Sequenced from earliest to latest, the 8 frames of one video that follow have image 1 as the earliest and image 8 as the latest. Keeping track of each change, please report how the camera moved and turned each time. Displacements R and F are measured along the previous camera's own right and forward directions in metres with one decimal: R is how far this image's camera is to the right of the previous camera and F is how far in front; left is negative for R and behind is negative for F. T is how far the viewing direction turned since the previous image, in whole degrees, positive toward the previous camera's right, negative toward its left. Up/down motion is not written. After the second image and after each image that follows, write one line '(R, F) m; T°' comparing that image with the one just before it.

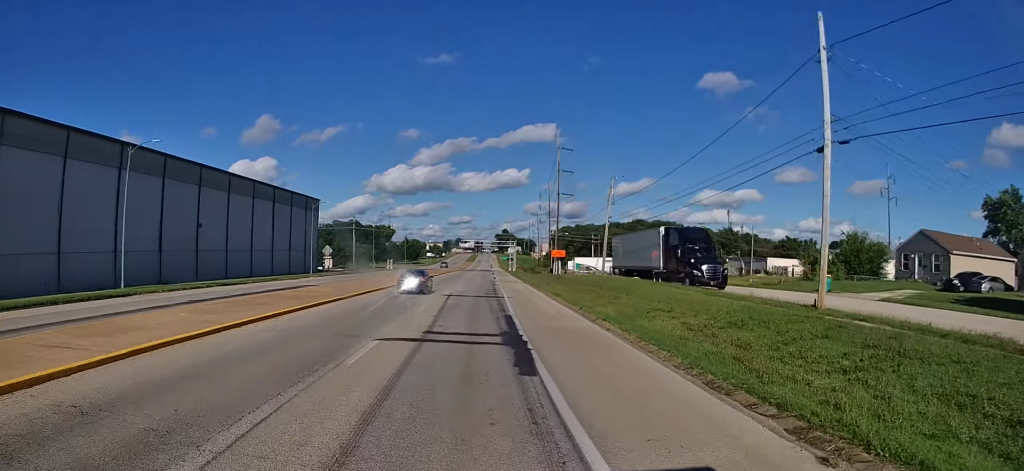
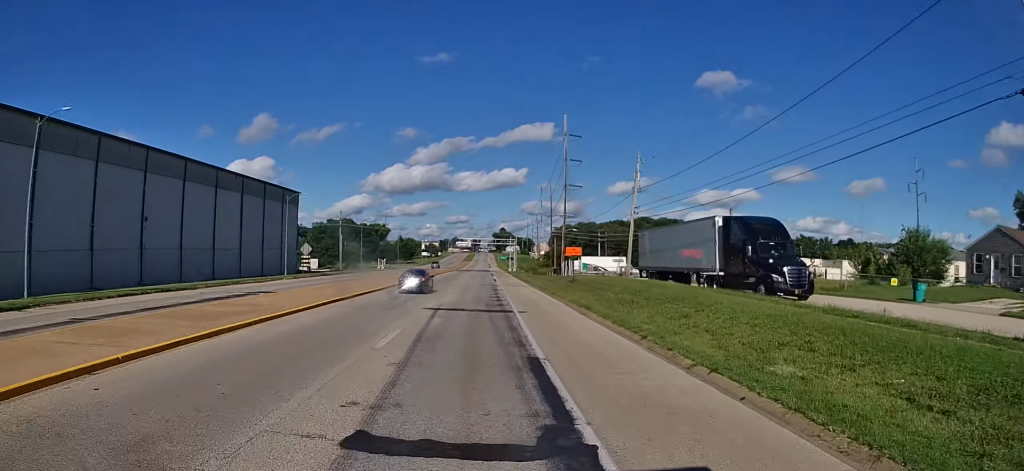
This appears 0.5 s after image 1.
(+0.2, +9.8) m; 0°
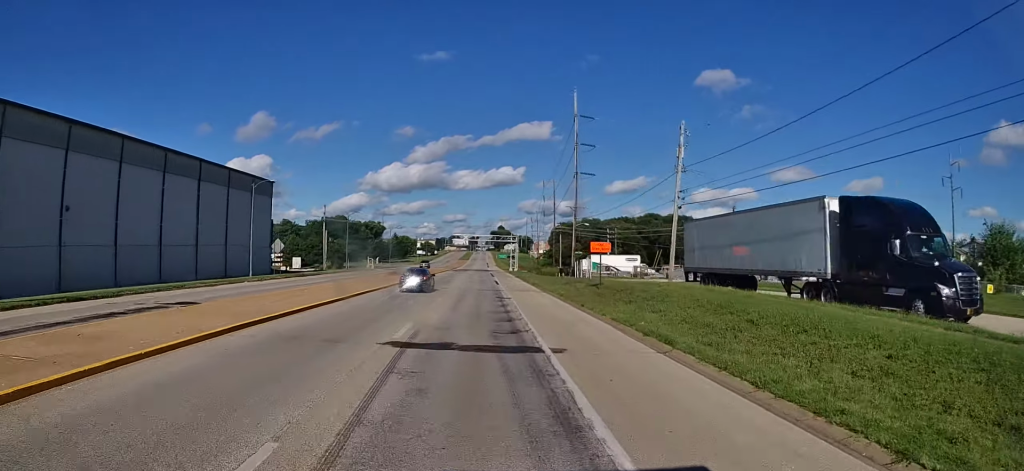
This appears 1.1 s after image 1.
(-0.1, +10.5) m; 0°
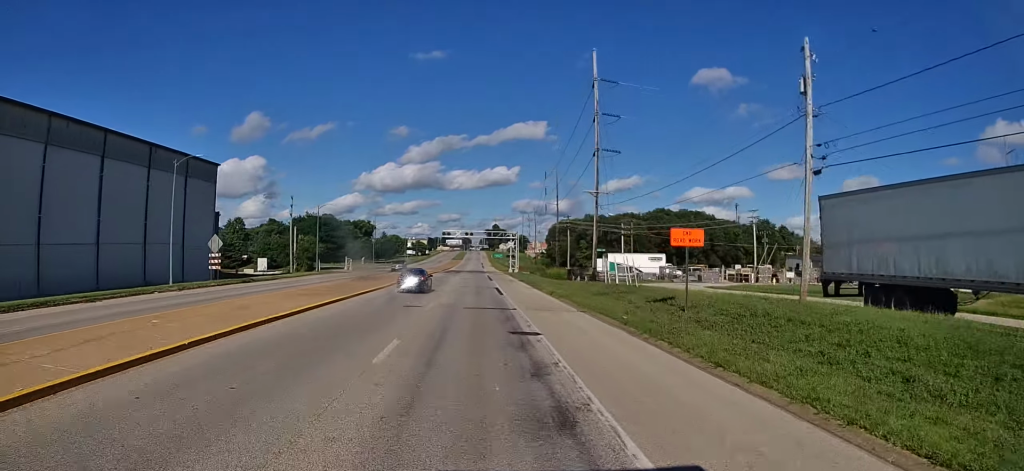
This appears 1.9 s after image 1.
(0.0, +15.4) m; 0°
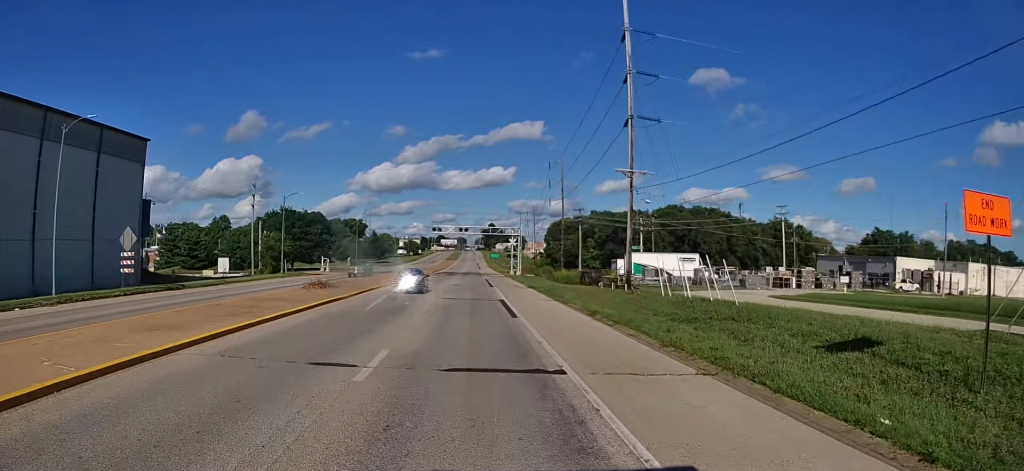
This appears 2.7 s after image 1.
(+0.1, +13.5) m; +1°
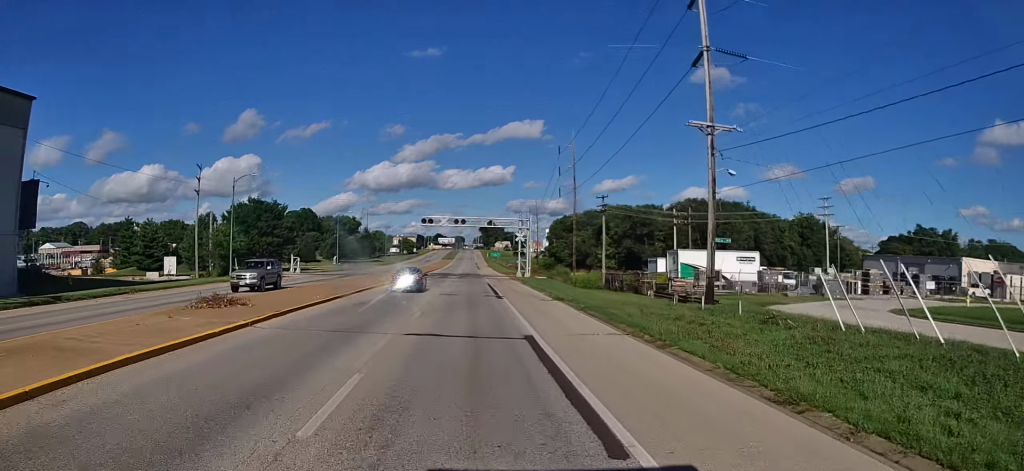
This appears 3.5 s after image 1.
(0.0, +15.0) m; 0°
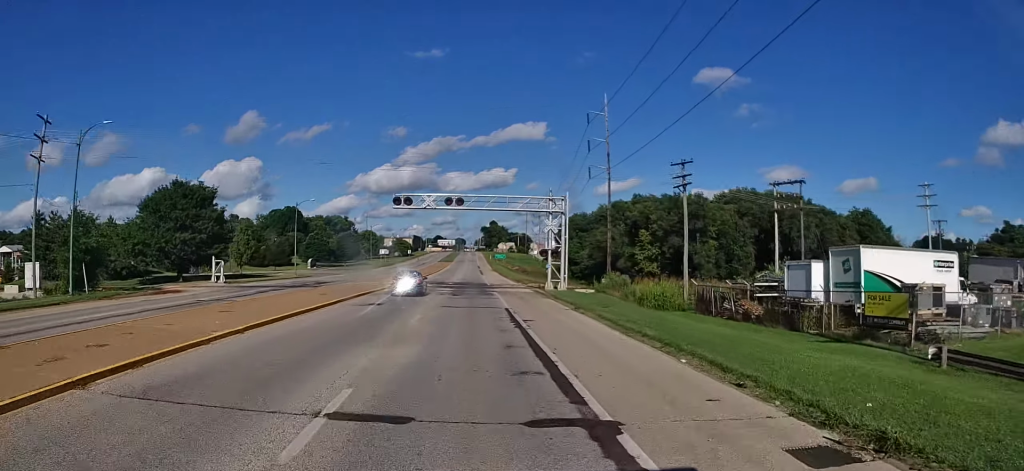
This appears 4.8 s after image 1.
(0.0, +24.6) m; 0°
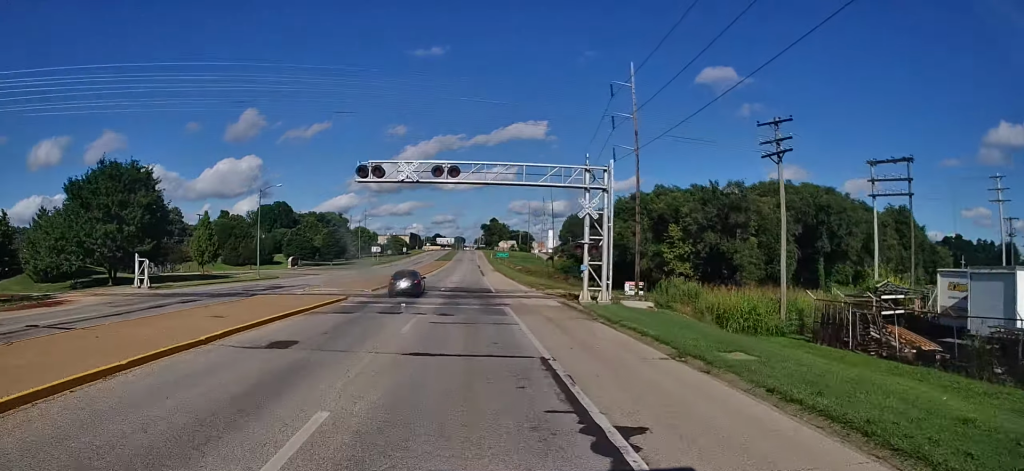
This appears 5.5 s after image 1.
(0.0, +13.5) m; +1°
